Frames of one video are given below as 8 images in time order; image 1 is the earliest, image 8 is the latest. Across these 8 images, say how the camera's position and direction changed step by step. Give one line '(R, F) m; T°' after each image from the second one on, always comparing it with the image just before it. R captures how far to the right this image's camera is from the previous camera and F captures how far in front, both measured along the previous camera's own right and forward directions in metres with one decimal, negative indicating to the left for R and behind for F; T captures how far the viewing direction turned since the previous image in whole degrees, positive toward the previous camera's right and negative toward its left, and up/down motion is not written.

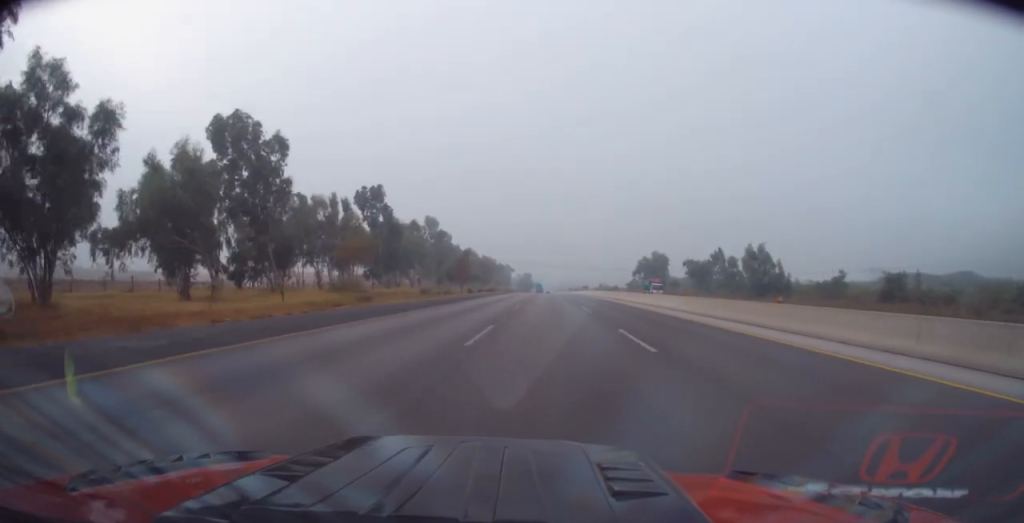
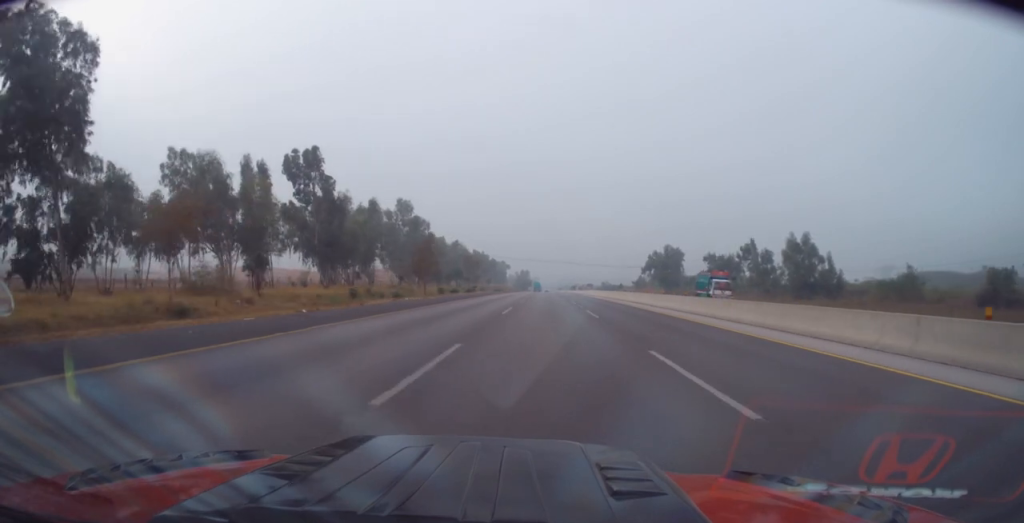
(+0.3, +24.9) m; +1°
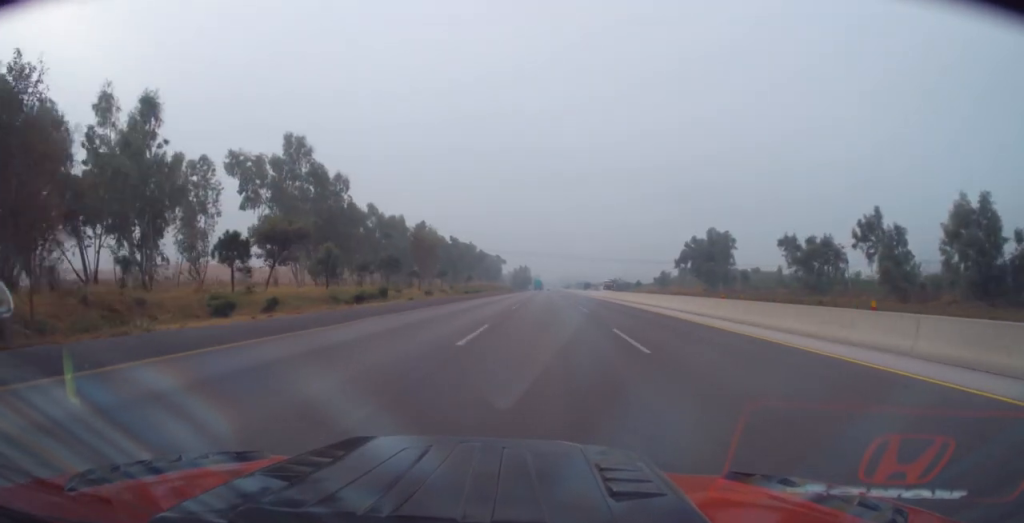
(-0.4, +48.1) m; -1°
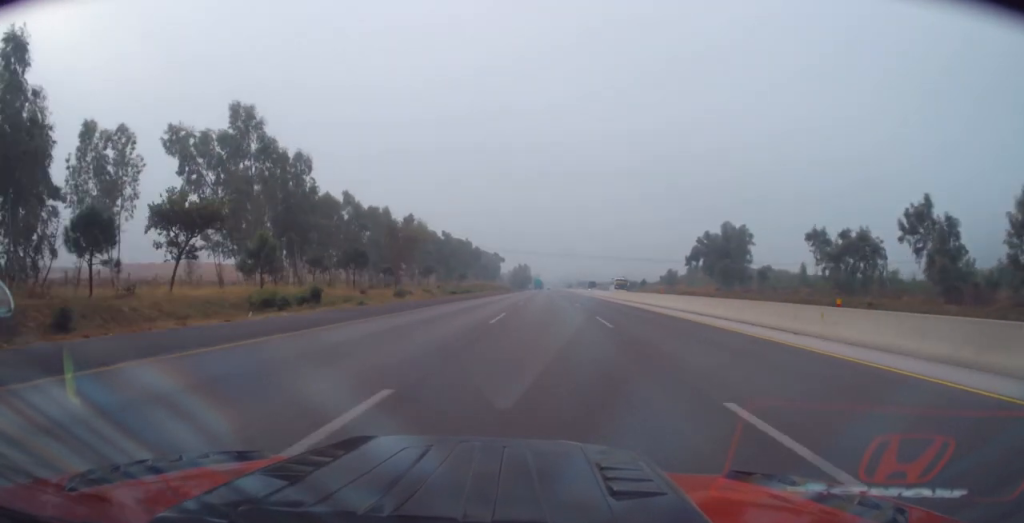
(0.0, +11.2) m; 0°
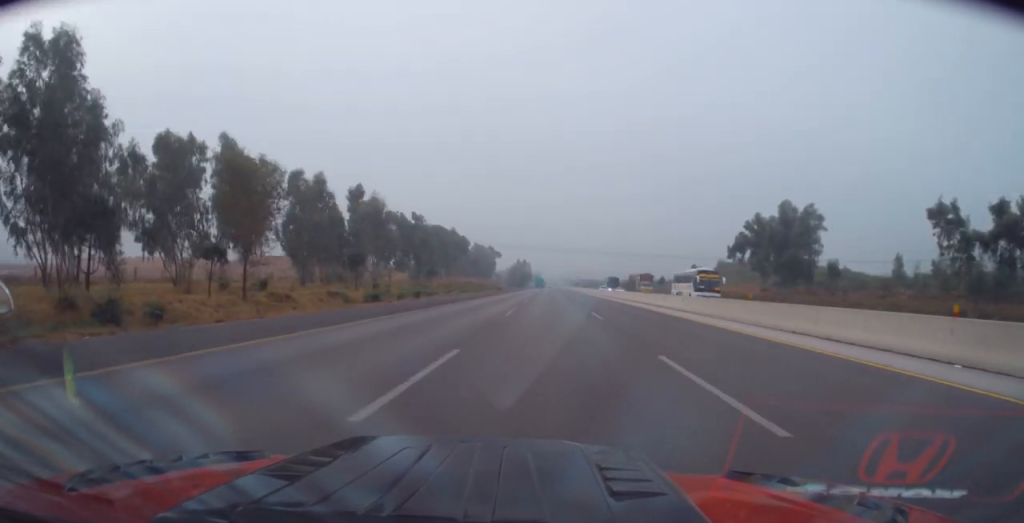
(-0.2, +31.3) m; -1°
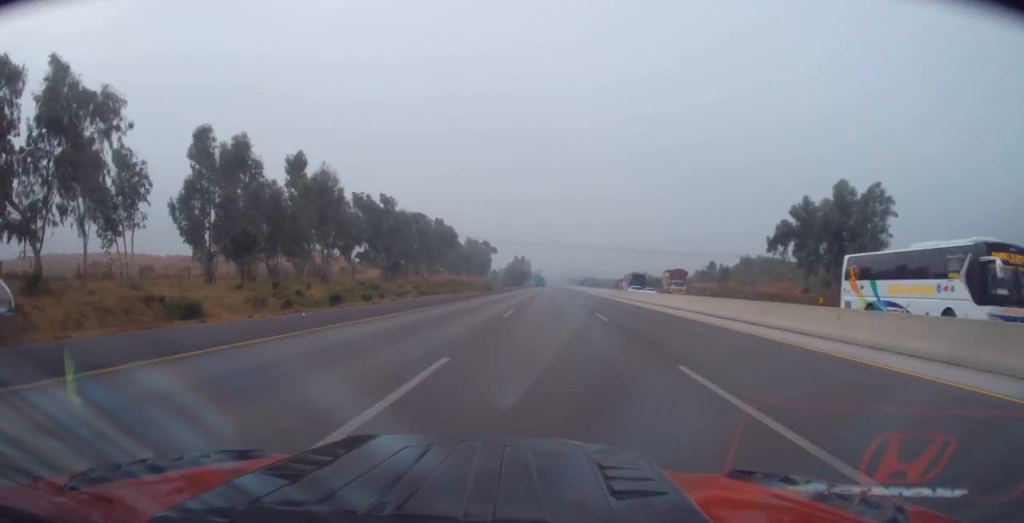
(-0.1, +19.5) m; 0°
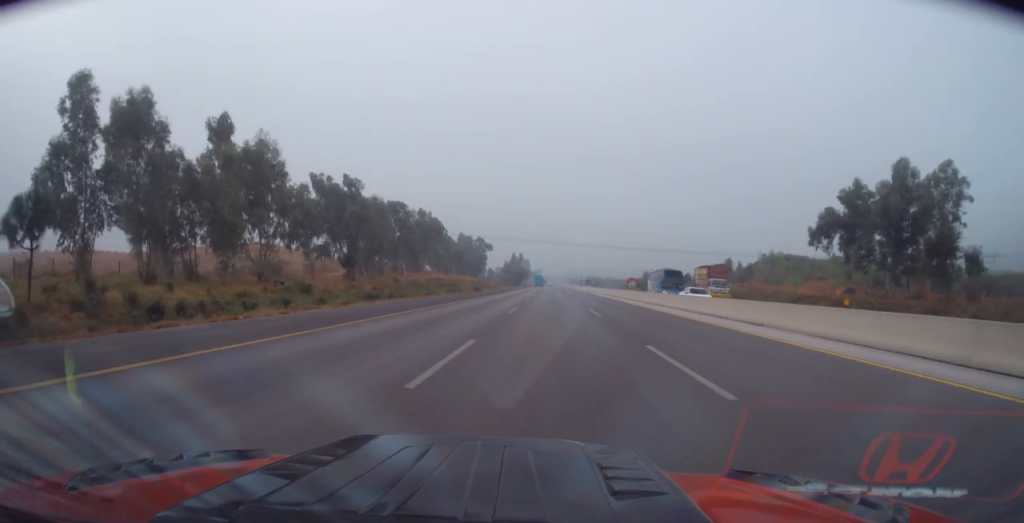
(+0.4, +14.8) m; 0°
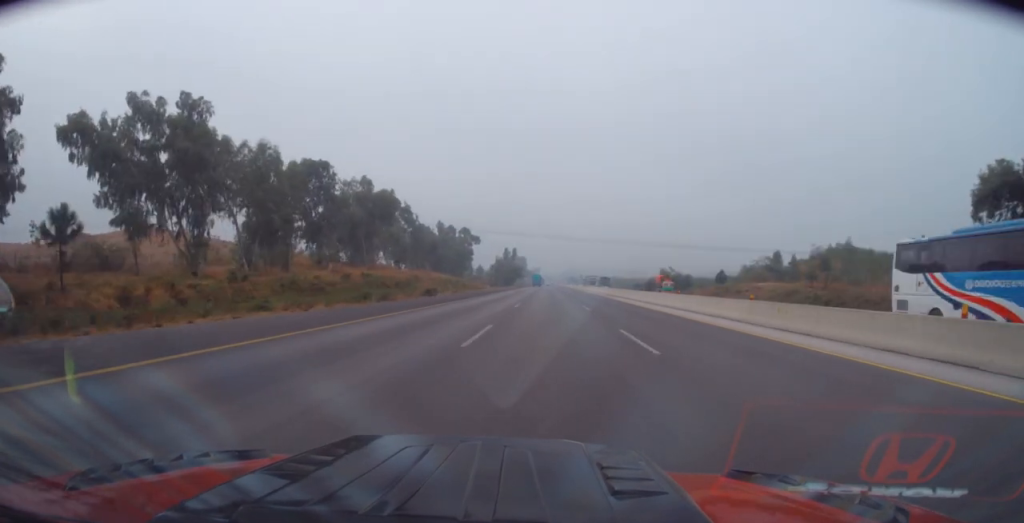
(-0.4, +31.6) m; -1°
